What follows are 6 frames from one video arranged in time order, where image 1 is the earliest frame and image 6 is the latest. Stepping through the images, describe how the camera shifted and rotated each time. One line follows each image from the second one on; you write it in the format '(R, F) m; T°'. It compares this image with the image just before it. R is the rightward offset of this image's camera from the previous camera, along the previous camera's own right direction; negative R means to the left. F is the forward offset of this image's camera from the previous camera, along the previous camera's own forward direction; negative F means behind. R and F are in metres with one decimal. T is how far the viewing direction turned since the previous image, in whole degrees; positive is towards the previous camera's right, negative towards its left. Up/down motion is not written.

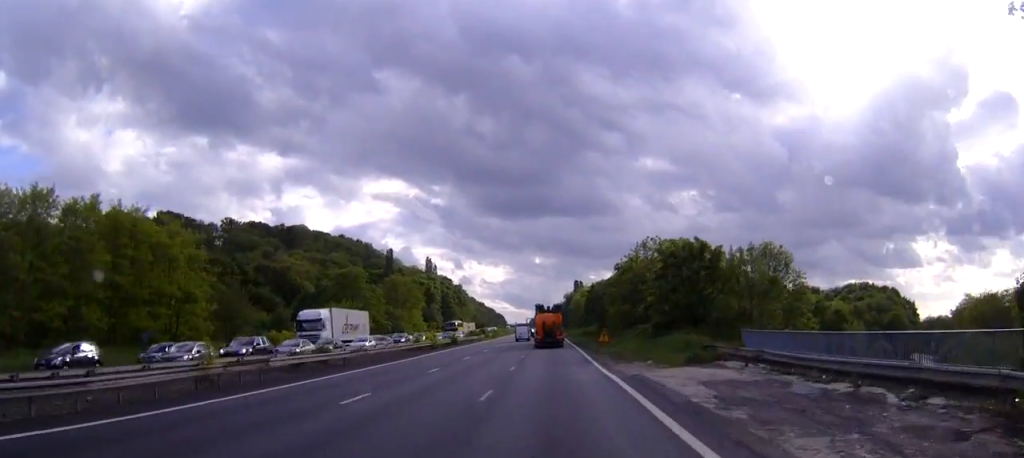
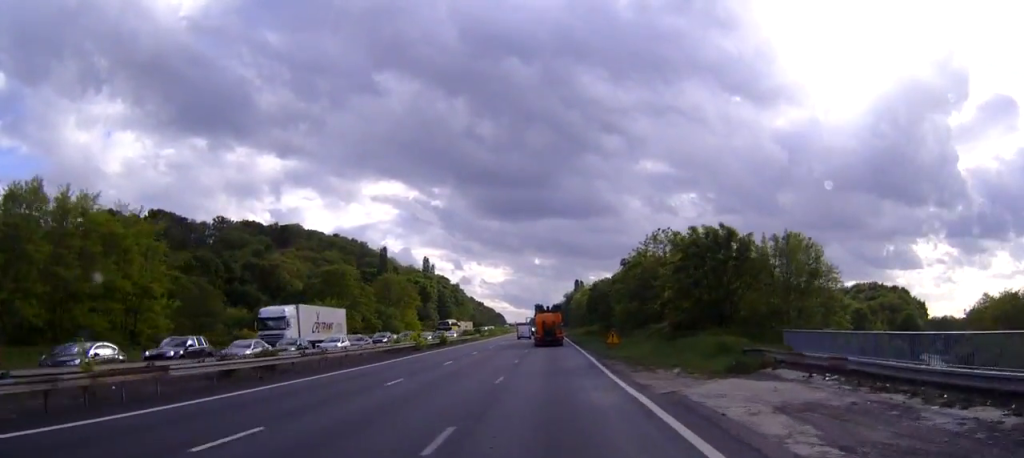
(0.0, +8.1) m; 0°
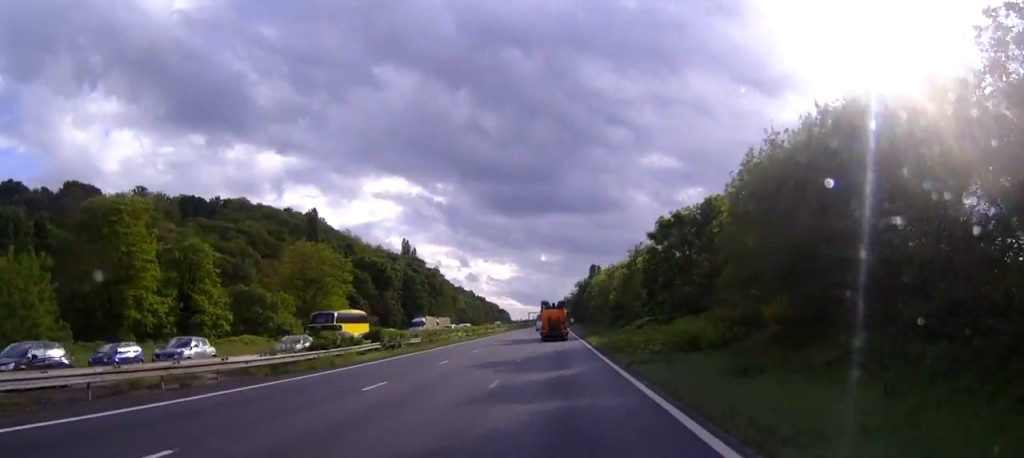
(+0.1, +71.1) m; 0°
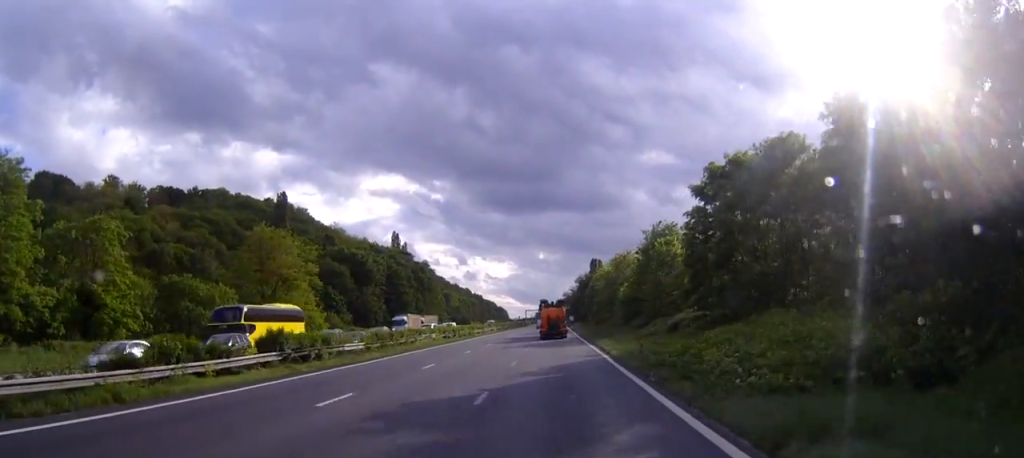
(0.0, +17.7) m; 0°
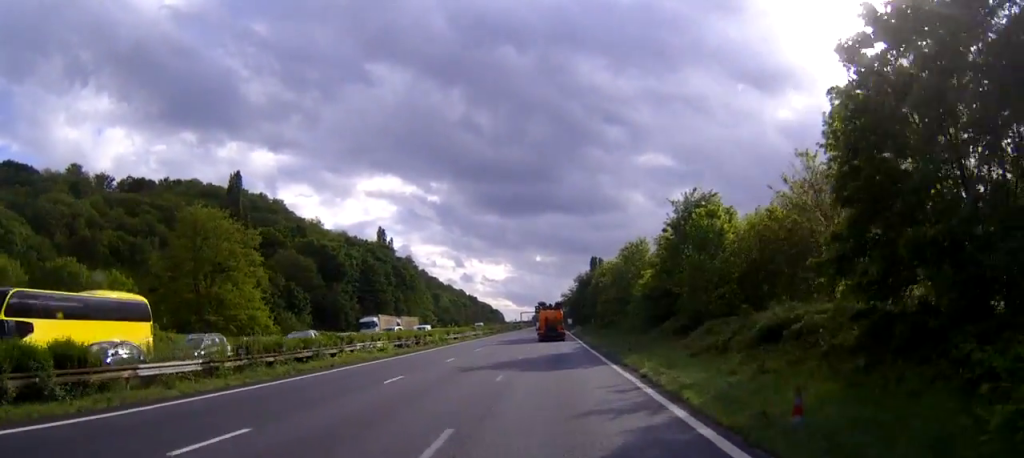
(0.0, +20.5) m; 0°
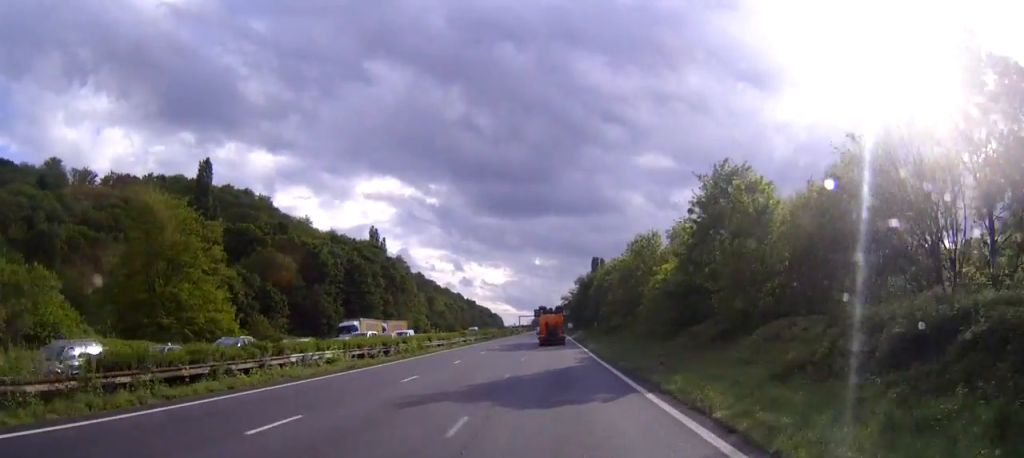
(0.0, +10.9) m; 0°
